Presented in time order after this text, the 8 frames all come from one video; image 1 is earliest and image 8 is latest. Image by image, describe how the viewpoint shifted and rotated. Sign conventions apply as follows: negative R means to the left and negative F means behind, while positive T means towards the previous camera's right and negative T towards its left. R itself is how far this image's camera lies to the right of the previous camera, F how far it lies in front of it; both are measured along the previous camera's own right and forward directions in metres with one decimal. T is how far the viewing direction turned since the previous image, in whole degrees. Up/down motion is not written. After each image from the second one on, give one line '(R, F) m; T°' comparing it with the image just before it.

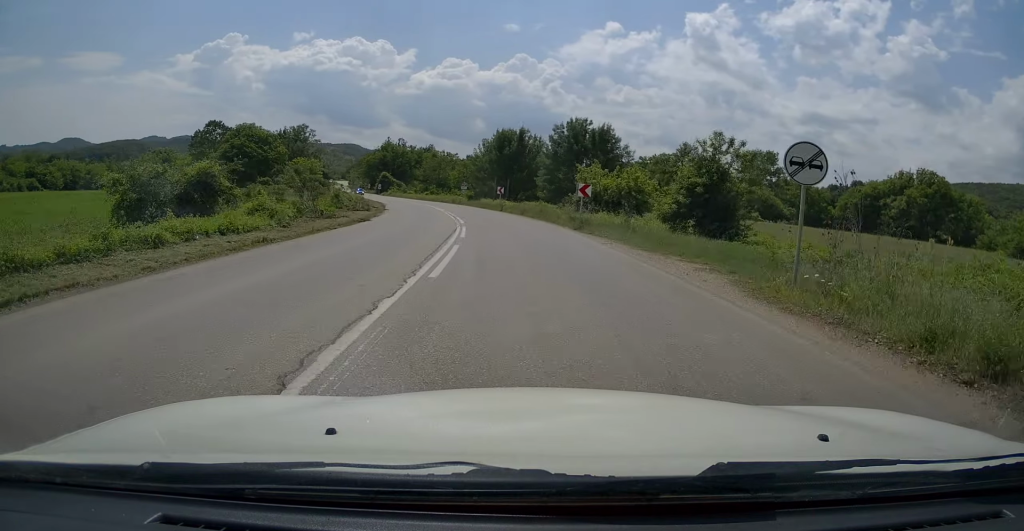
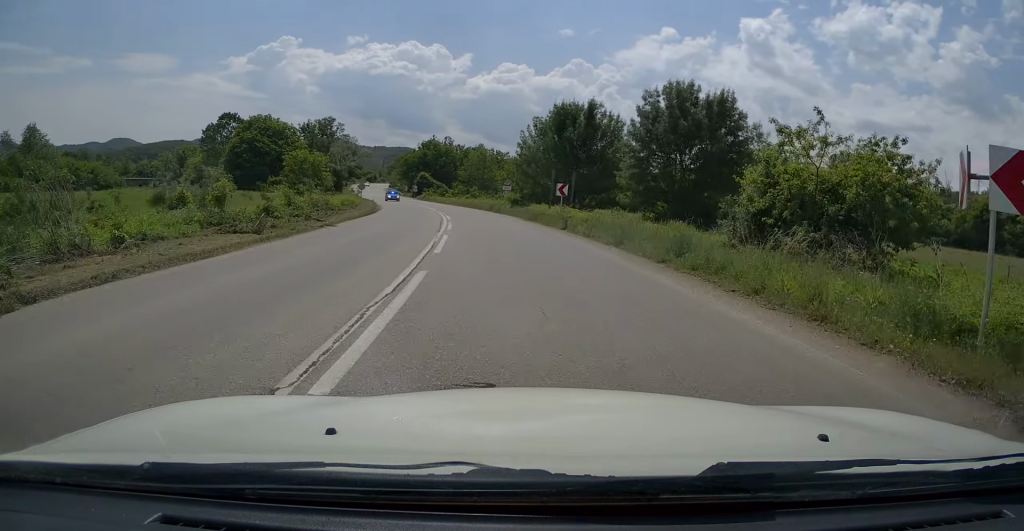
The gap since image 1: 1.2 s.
(-1.2, +22.9) m; -5°
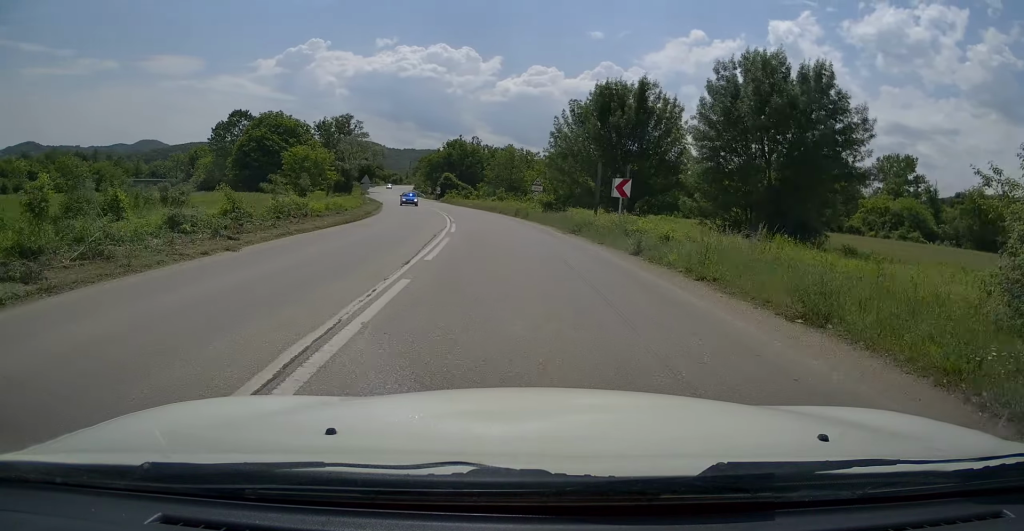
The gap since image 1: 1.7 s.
(+0.1, +9.9) m; -2°
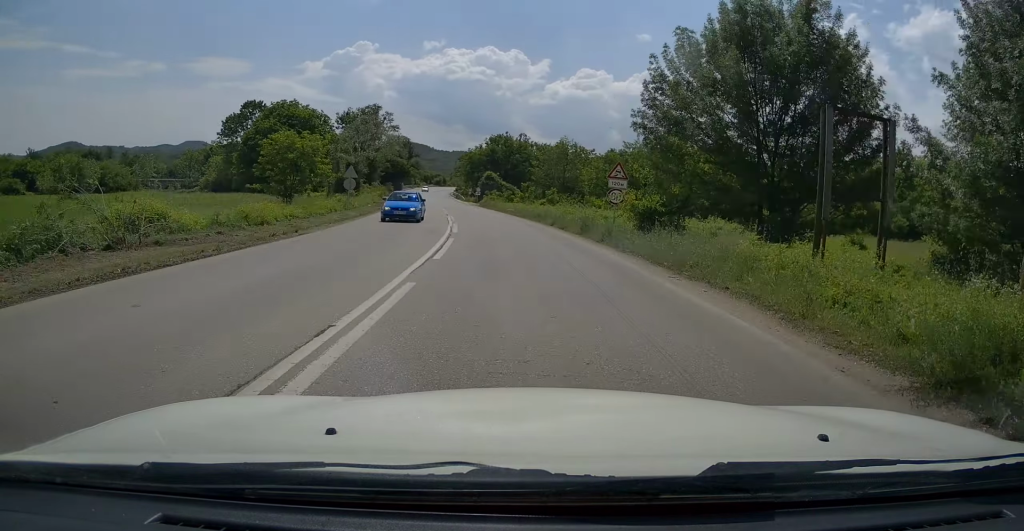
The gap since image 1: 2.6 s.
(-0.8, +17.9) m; -4°
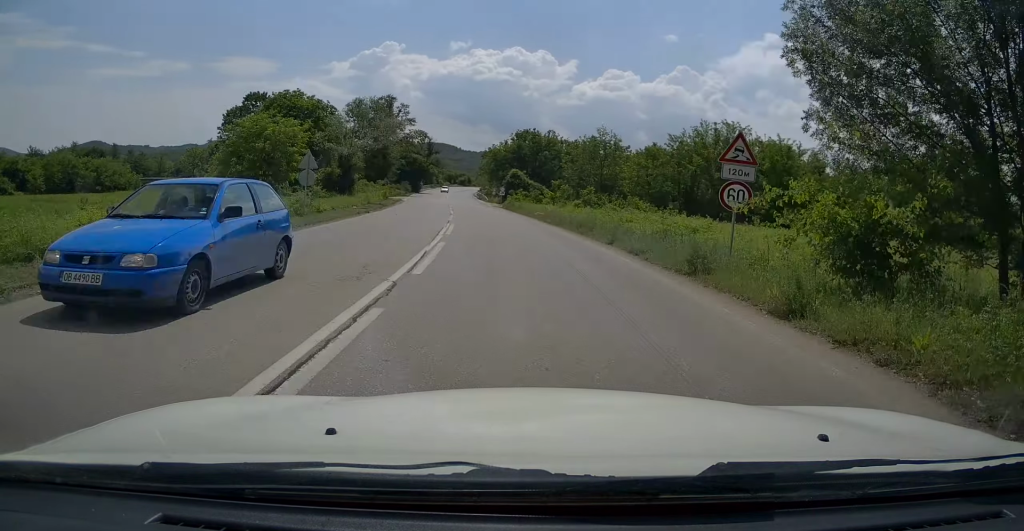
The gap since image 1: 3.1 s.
(-0.3, +11.4) m; -2°
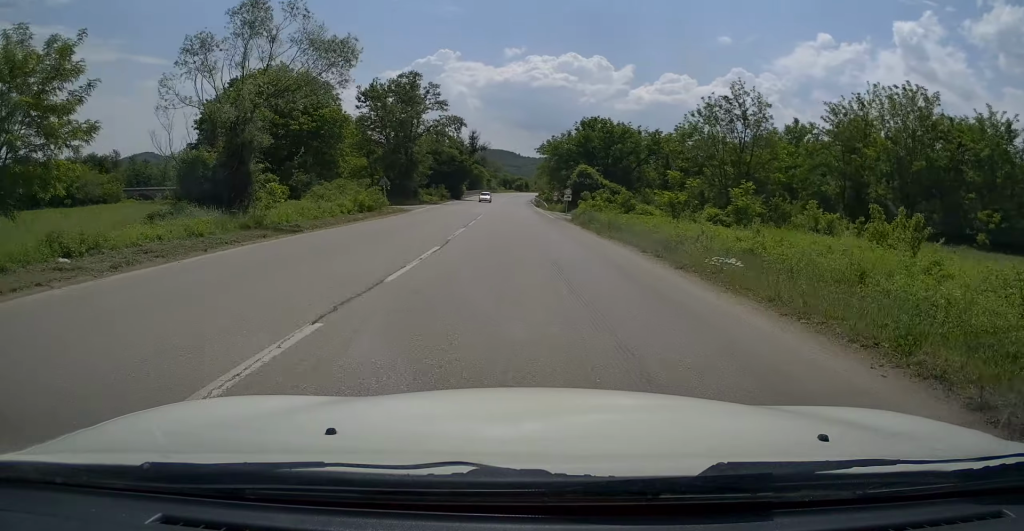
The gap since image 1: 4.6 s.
(-1.5, +28.8) m; -6°
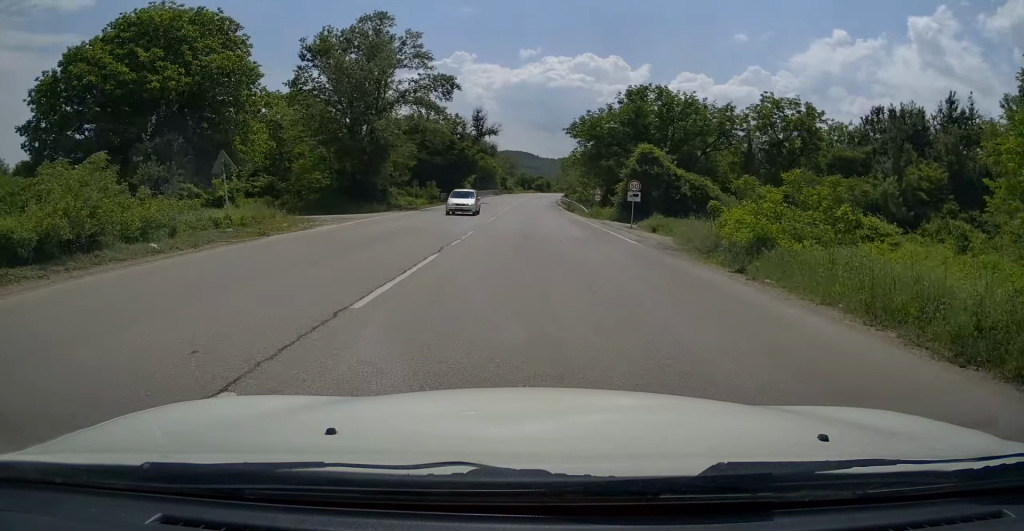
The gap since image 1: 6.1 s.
(-1.2, +29.9) m; -4°
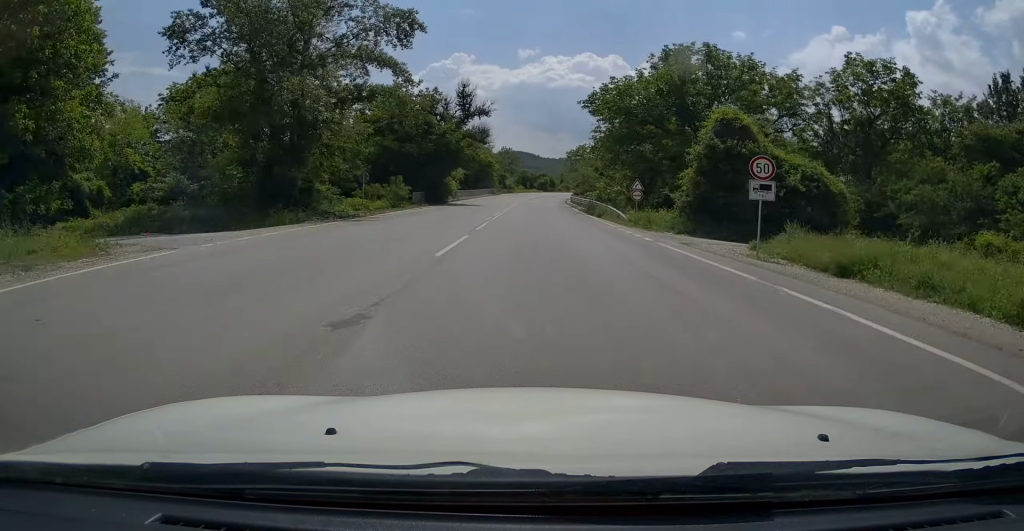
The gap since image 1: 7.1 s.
(-0.3, +19.8) m; -1°
